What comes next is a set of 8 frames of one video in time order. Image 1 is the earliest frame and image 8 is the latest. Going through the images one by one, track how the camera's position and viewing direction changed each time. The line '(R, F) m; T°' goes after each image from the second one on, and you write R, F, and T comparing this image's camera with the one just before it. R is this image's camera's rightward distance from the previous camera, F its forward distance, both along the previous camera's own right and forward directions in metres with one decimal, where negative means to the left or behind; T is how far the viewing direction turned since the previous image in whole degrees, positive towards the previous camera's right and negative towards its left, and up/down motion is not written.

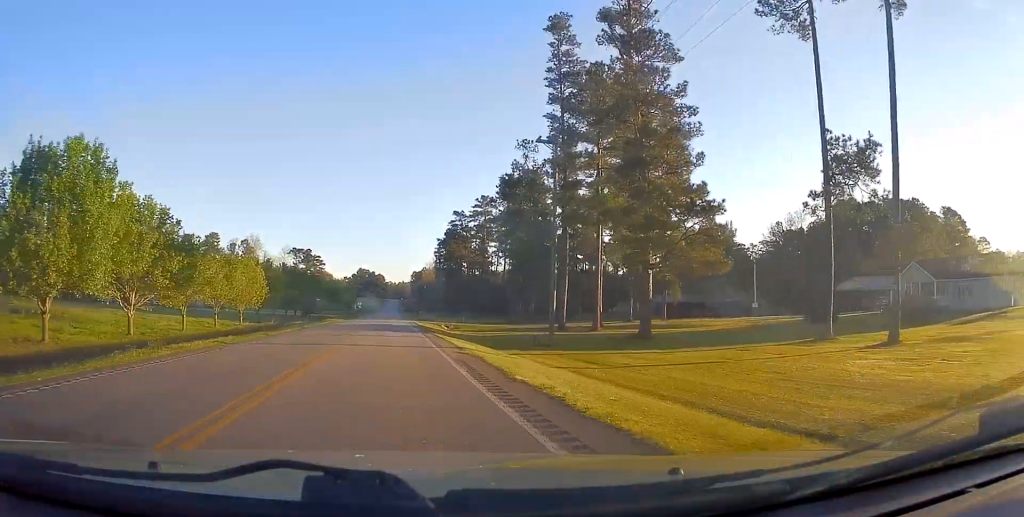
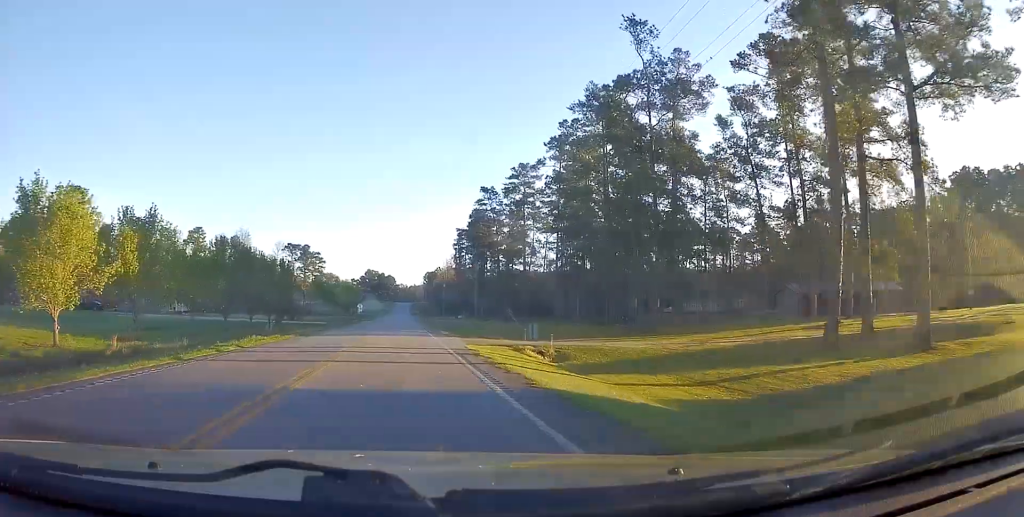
(-0.3, +34.2) m; 0°
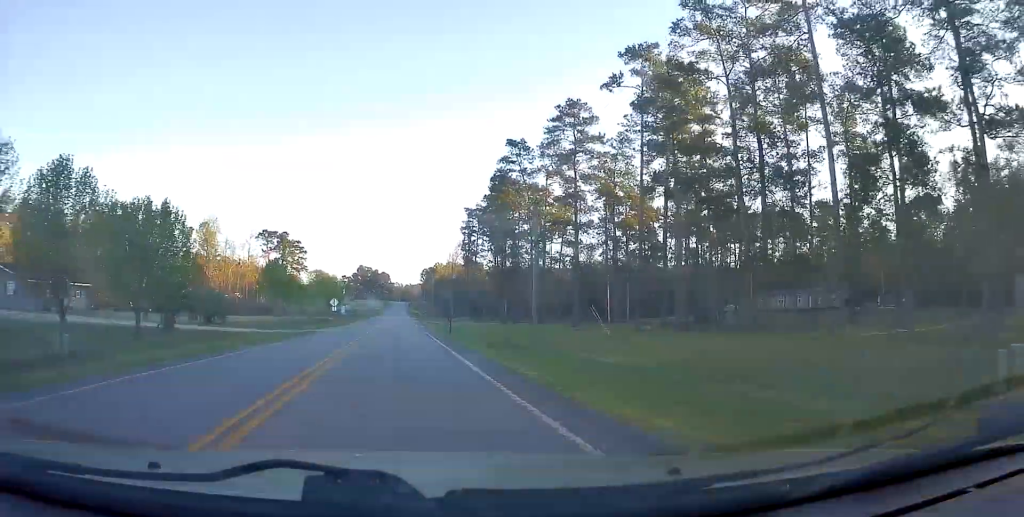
(-0.4, +34.8) m; -1°
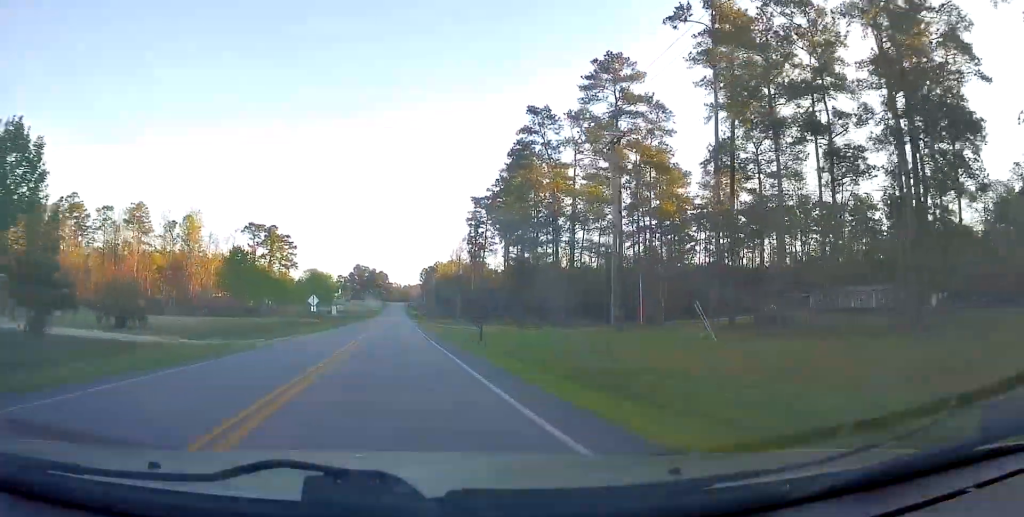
(-0.2, +15.6) m; 0°
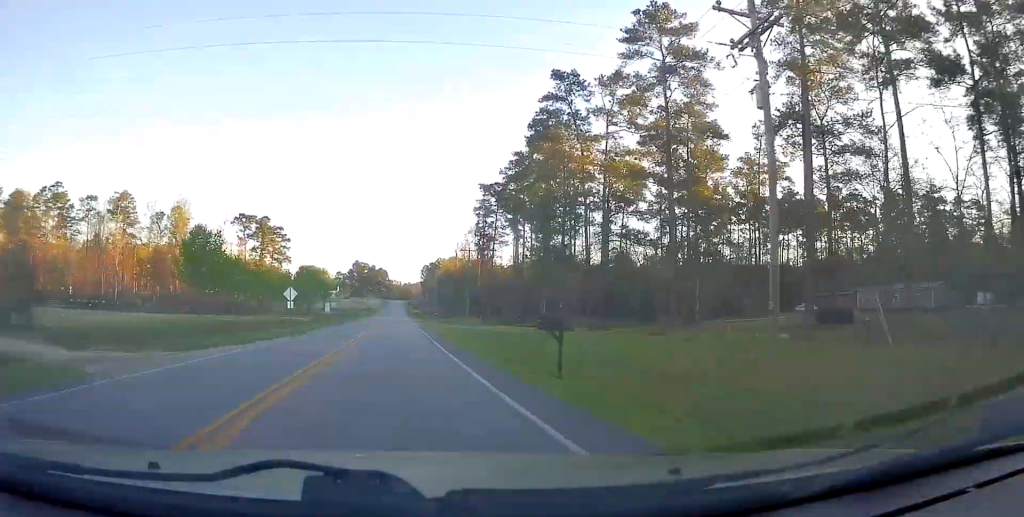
(+0.2, +11.6) m; 0°
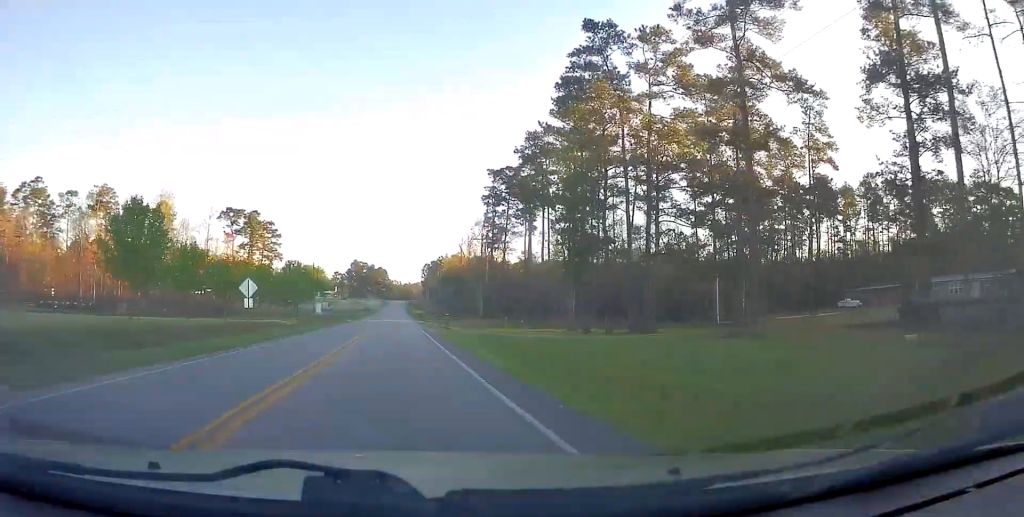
(+0.1, +12.0) m; 0°
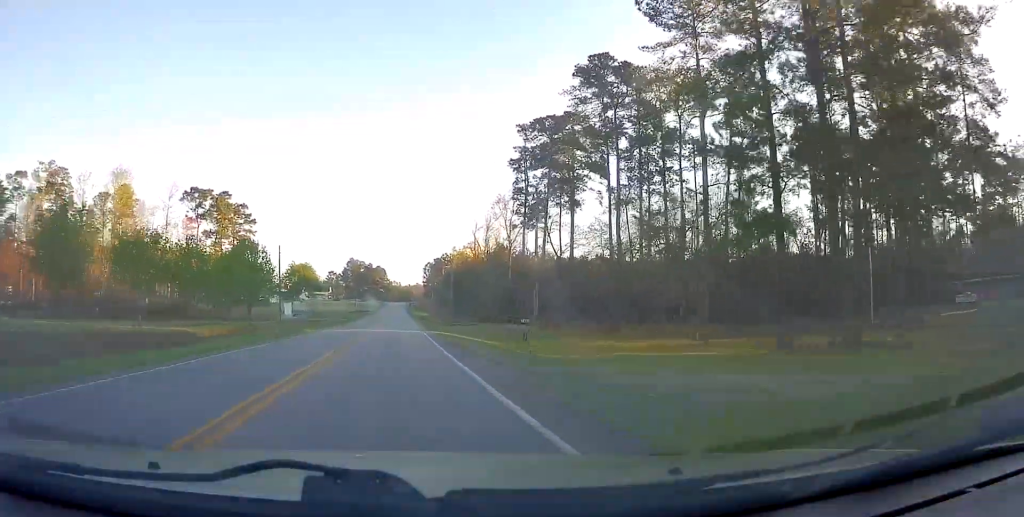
(-0.1, +26.5) m; -1°
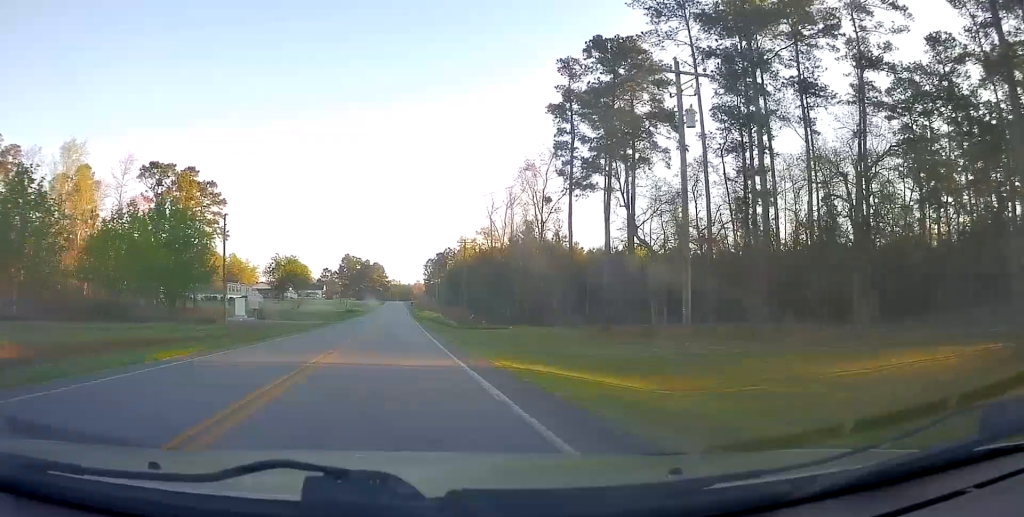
(-0.4, +21.4) m; 0°
